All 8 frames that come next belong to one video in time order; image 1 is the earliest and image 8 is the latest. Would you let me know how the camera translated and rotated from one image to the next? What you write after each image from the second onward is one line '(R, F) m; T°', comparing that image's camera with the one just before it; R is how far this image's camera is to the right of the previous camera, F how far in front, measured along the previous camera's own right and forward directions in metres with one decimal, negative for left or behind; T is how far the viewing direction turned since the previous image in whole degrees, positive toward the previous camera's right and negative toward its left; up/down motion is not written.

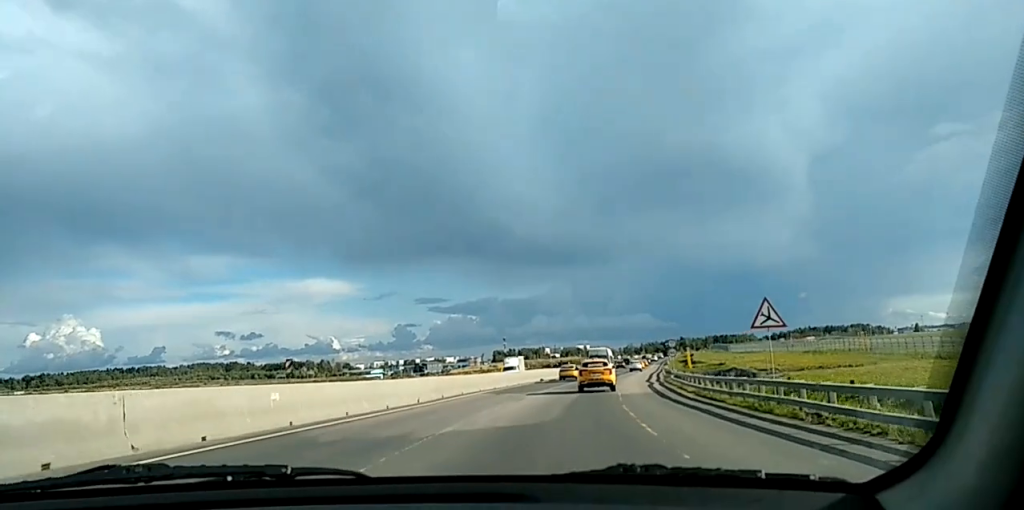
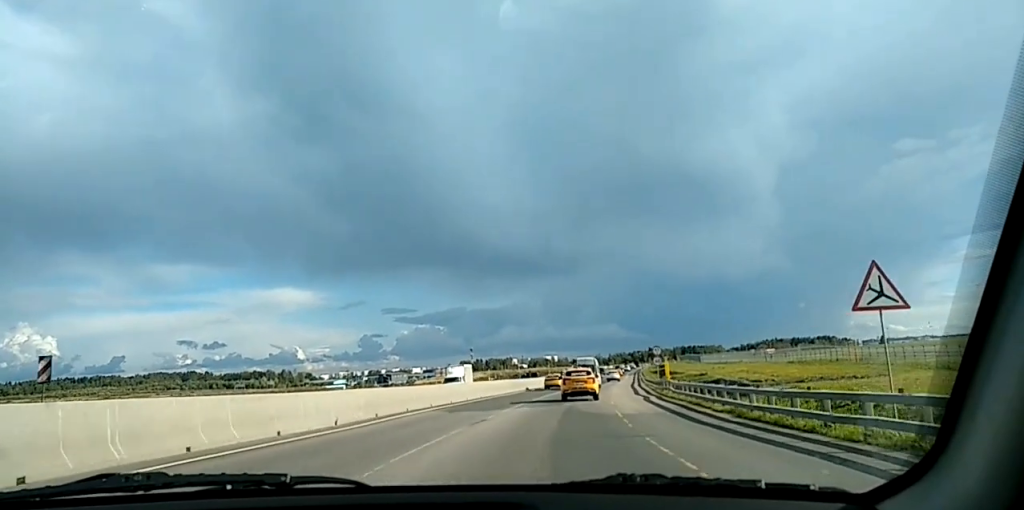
(0.0, +9.9) m; +1°
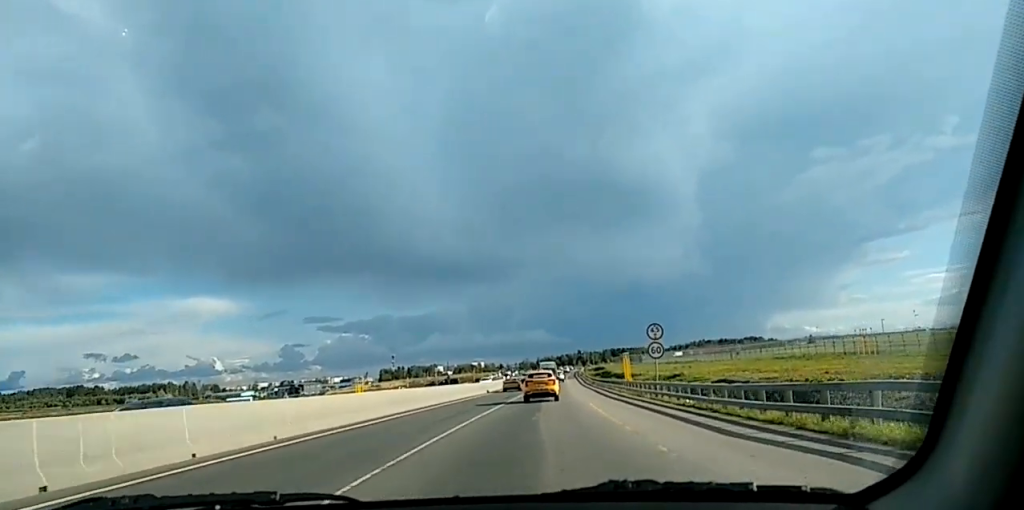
(+1.7, +33.9) m; +5°
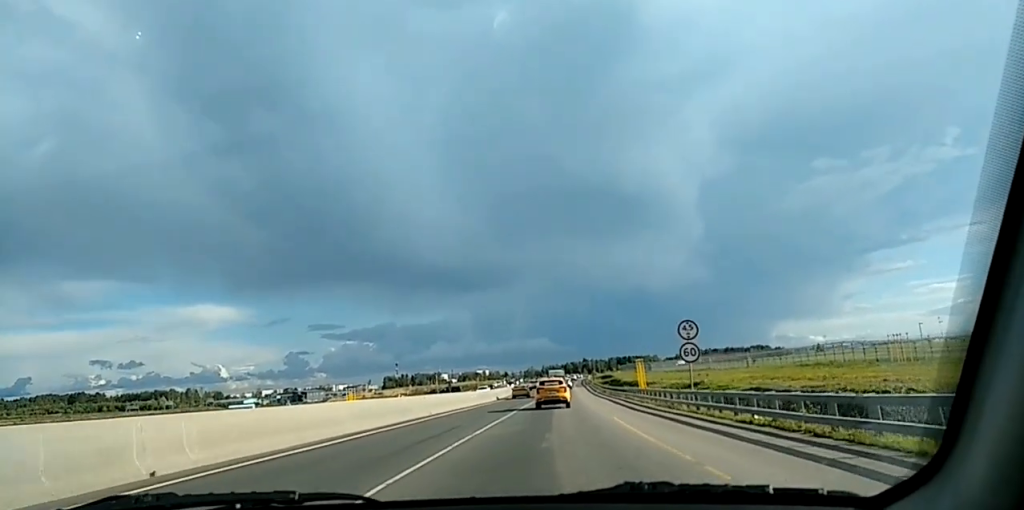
(+0.1, +7.6) m; 0°
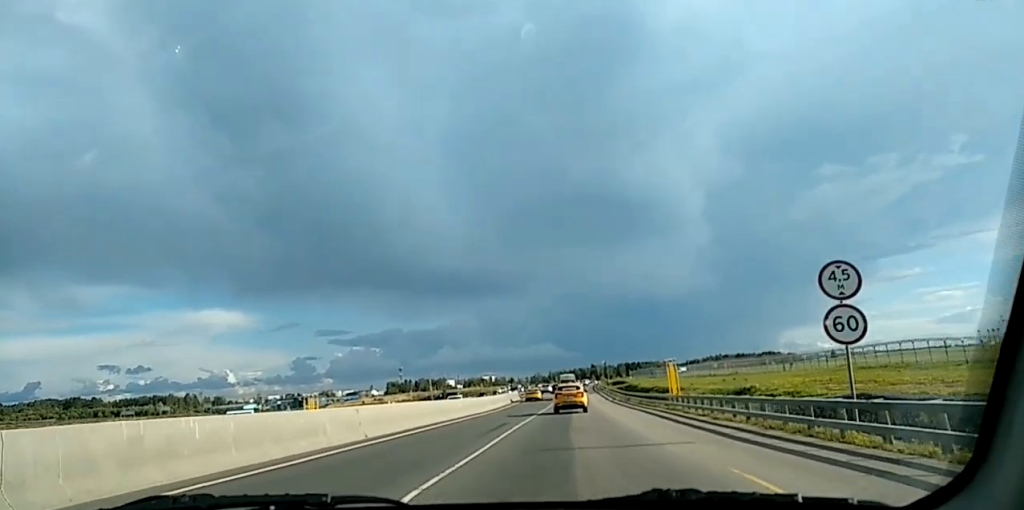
(+0.1, +17.5) m; 0°
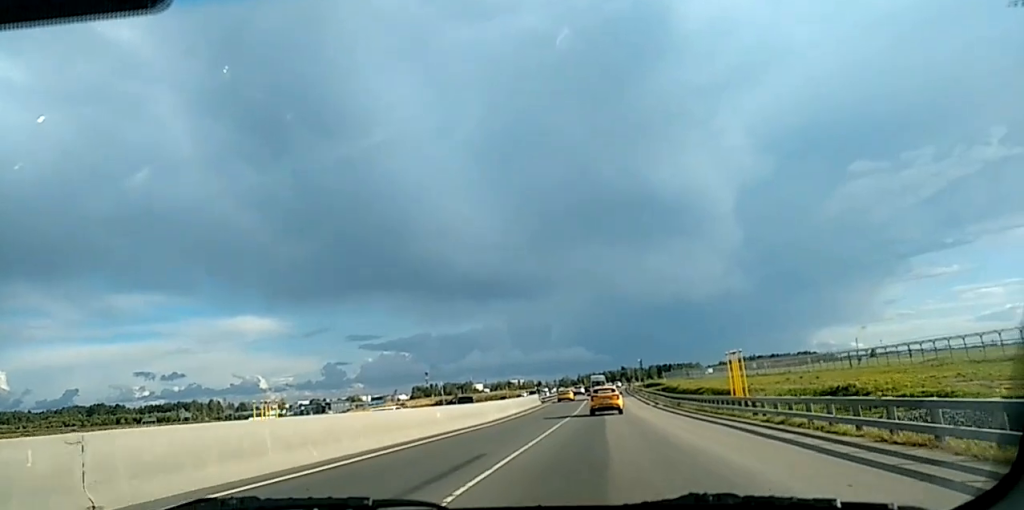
(-0.2, +17.2) m; 0°
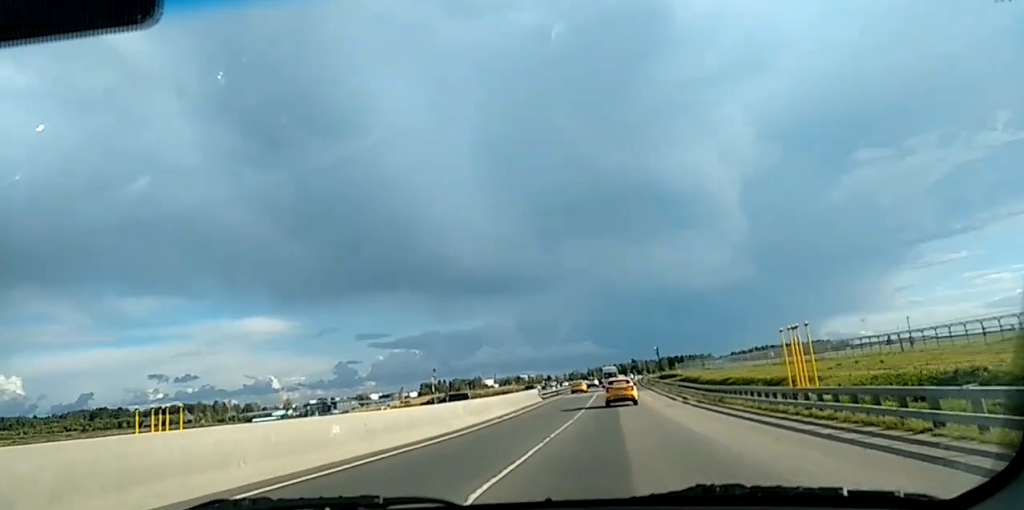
(-0.1, +14.8) m; +1°
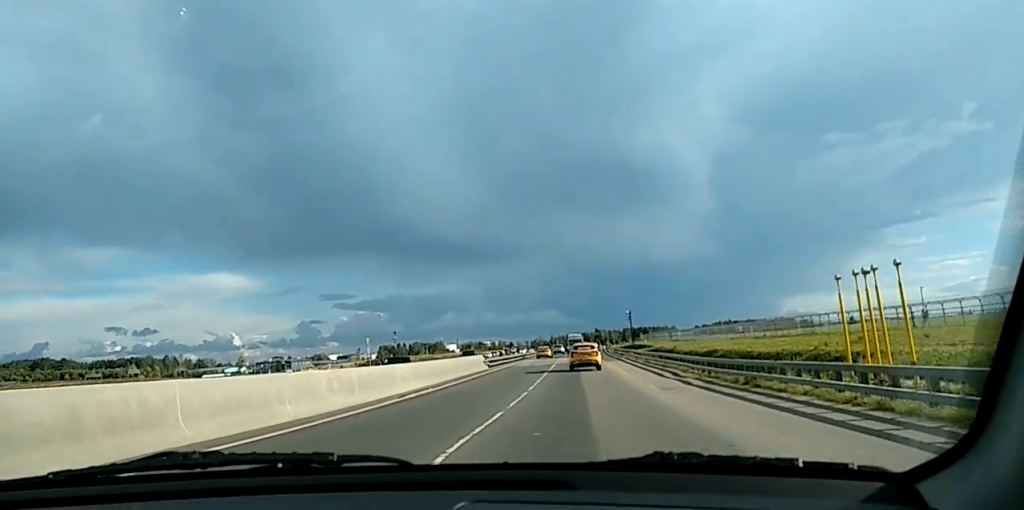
(+0.4, +15.8) m; +2°
